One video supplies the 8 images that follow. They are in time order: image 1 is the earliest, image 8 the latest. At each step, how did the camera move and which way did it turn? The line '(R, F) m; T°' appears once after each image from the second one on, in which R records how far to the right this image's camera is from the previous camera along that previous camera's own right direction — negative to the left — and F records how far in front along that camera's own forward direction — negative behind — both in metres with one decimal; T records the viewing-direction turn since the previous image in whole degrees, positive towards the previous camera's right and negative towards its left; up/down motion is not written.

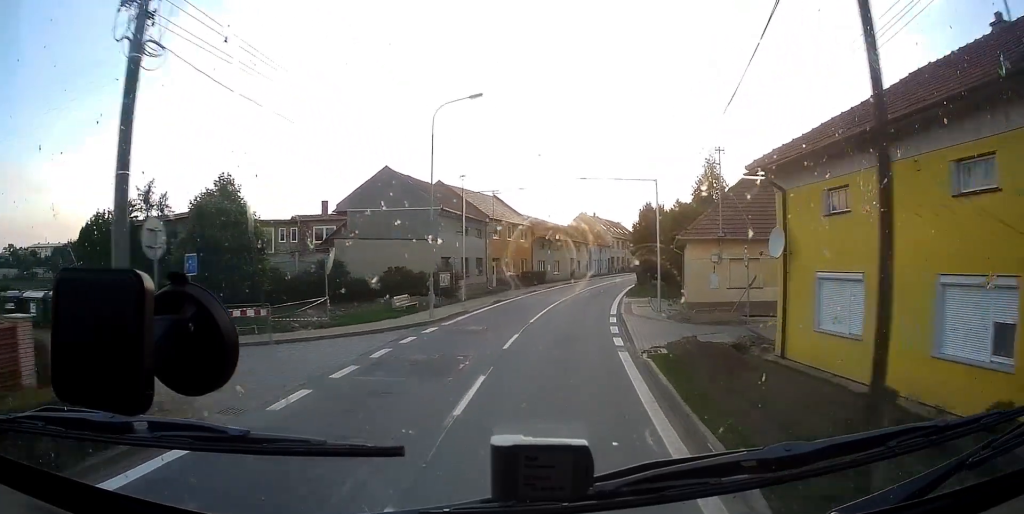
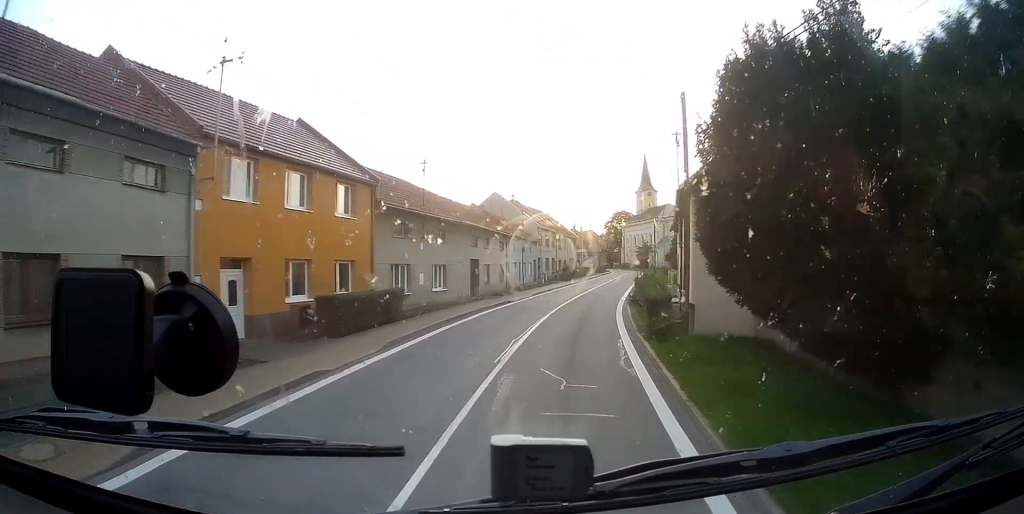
(+1.3, +34.0) m; +2°
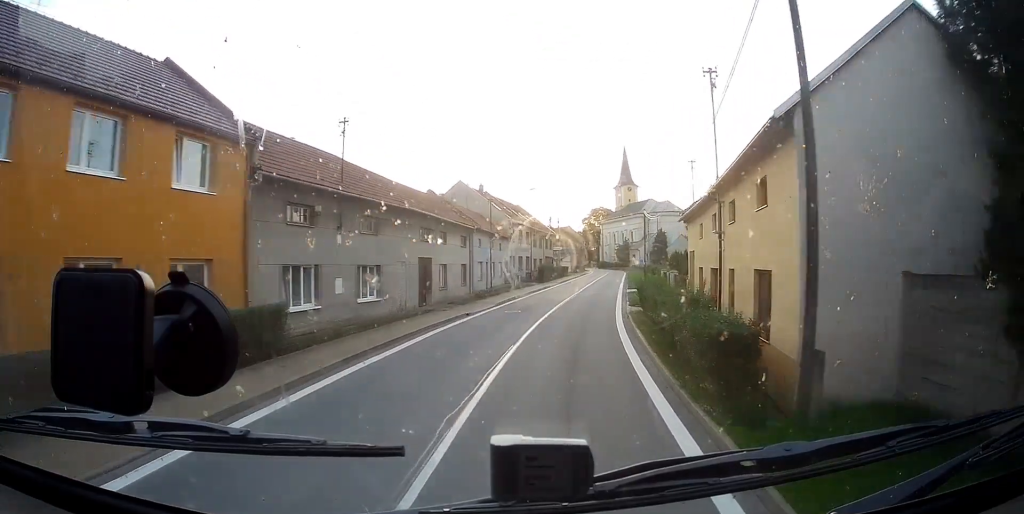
(+0.3, +9.4) m; +2°
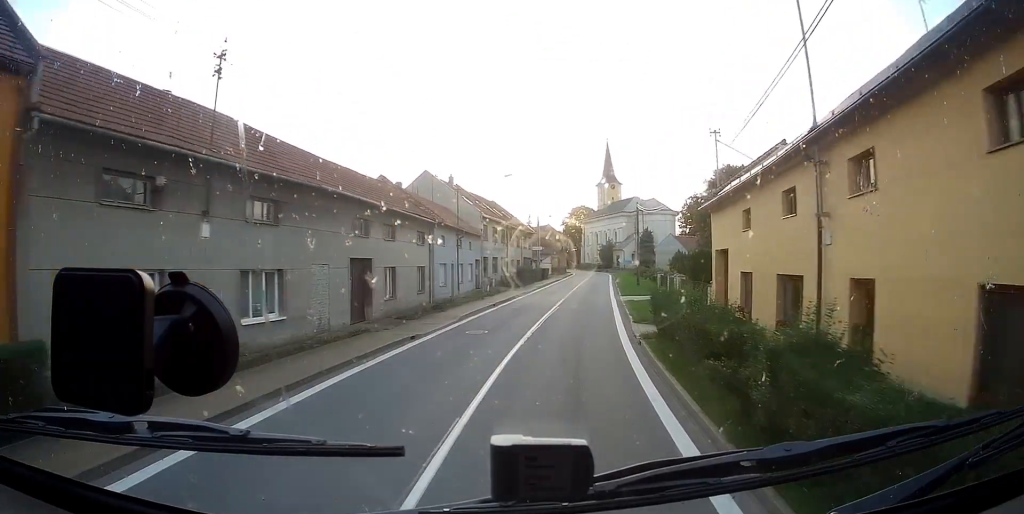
(-0.2, +8.2) m; +3°
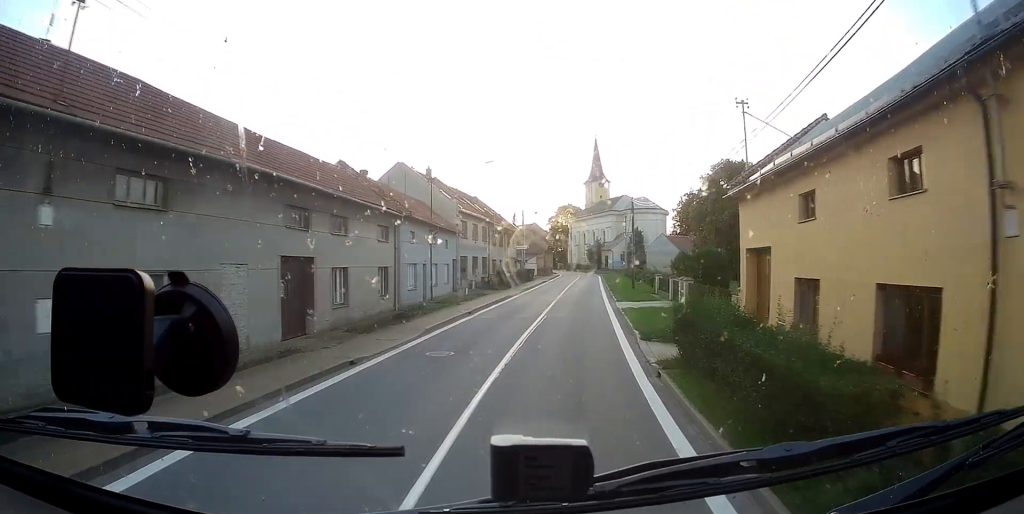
(+0.1, +5.3) m; +2°
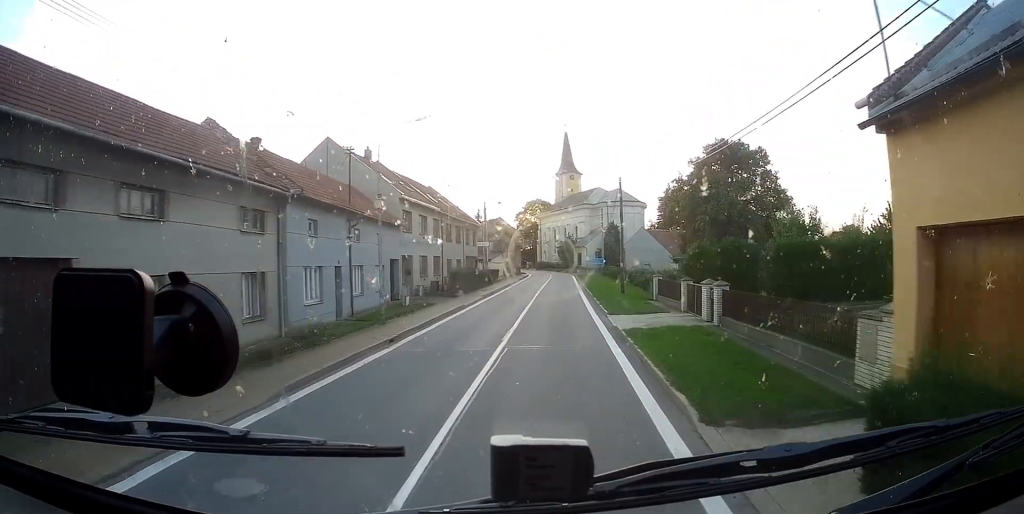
(+0.8, +10.6) m; +5°
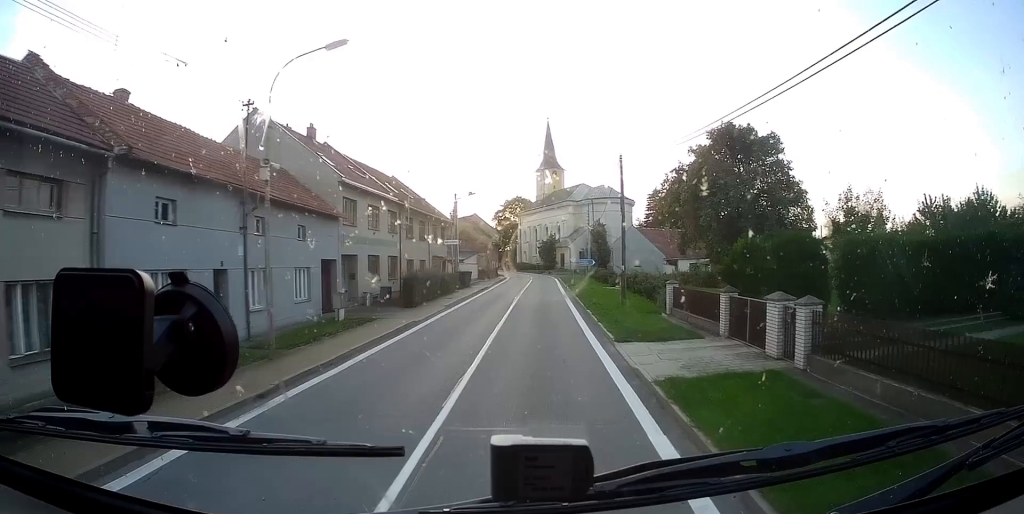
(+0.1, +8.6) m; 0°
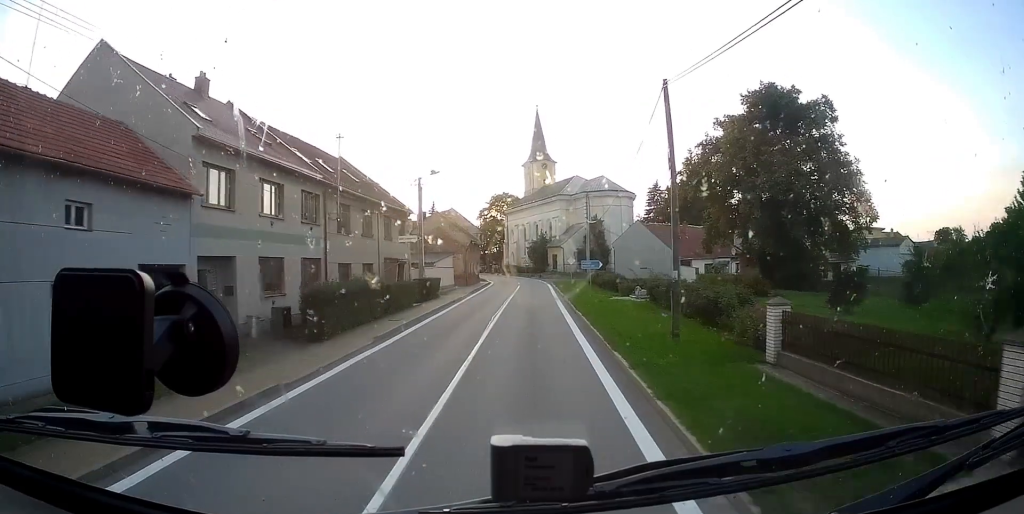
(0.0, +12.9) m; 0°
